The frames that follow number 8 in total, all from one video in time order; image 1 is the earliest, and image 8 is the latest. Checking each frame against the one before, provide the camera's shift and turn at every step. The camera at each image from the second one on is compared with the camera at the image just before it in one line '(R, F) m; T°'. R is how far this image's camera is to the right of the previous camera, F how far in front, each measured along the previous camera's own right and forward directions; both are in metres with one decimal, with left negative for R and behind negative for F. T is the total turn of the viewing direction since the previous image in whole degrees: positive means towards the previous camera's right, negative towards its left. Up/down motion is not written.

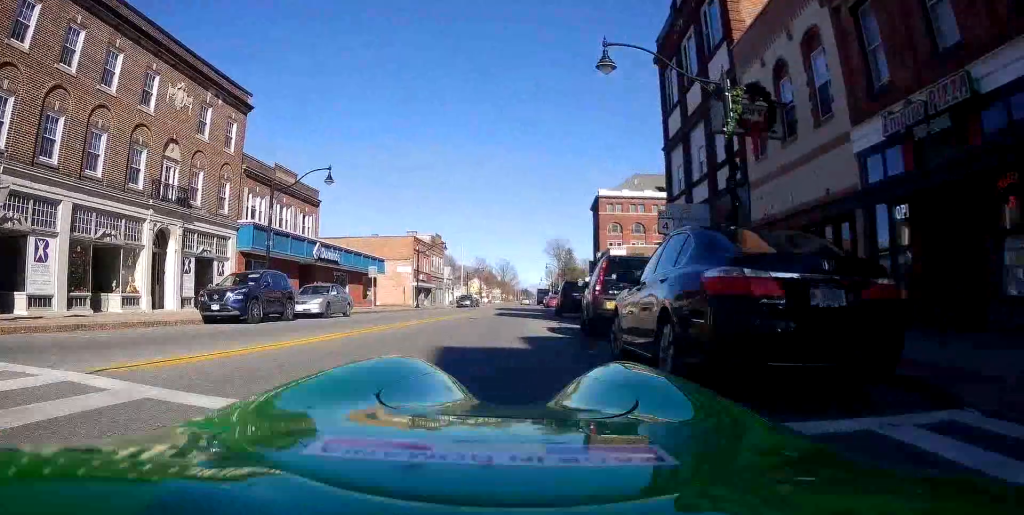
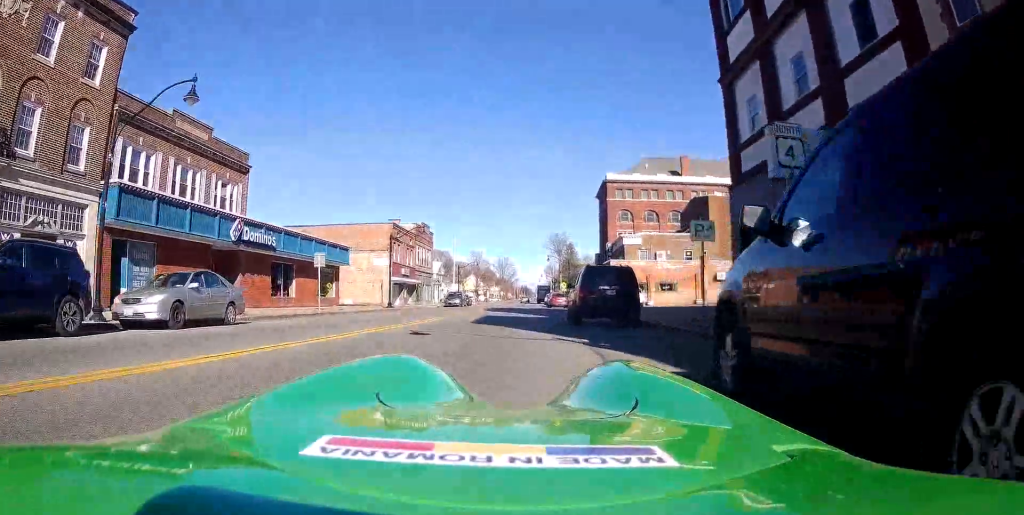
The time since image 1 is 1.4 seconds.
(-0.3, +11.7) m; -2°
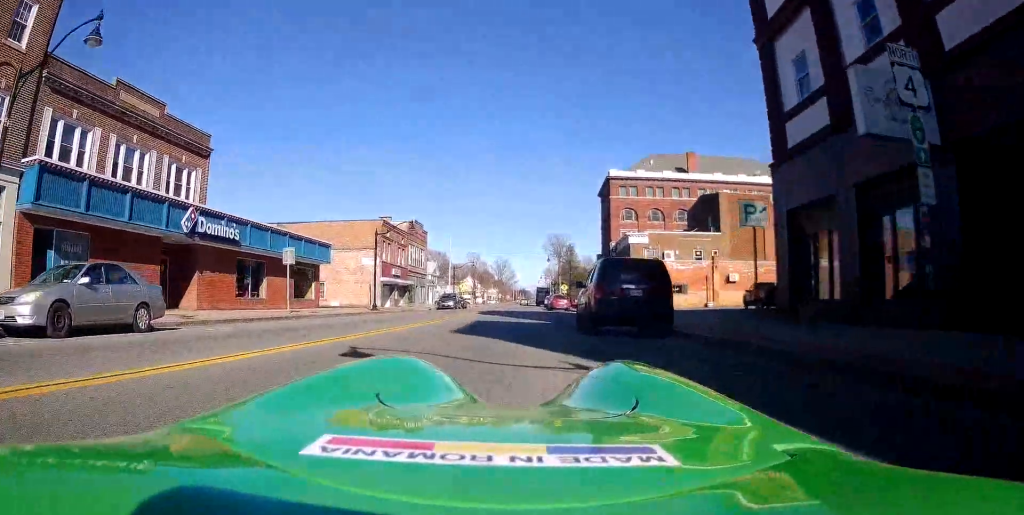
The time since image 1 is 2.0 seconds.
(0.0, +5.2) m; 0°
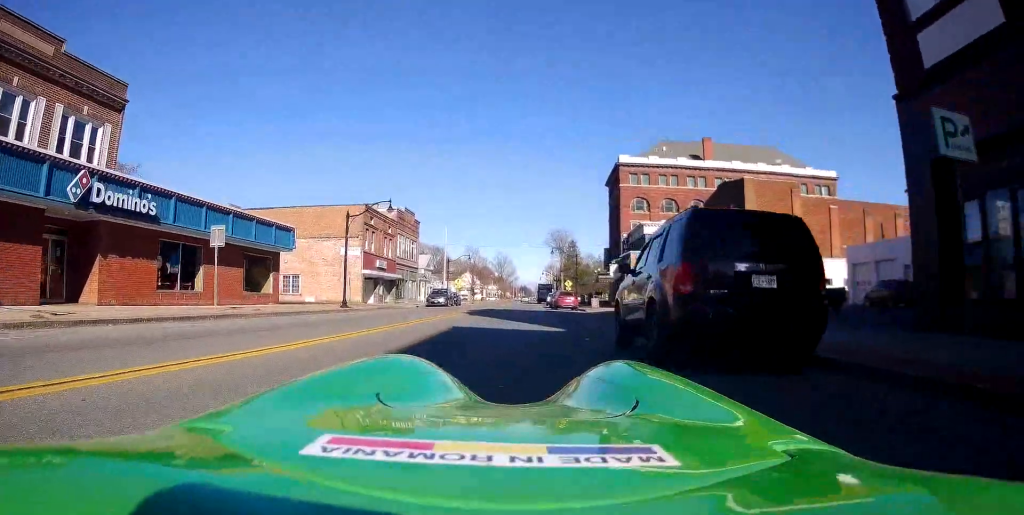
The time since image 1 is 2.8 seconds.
(+0.3, +7.9) m; +2°
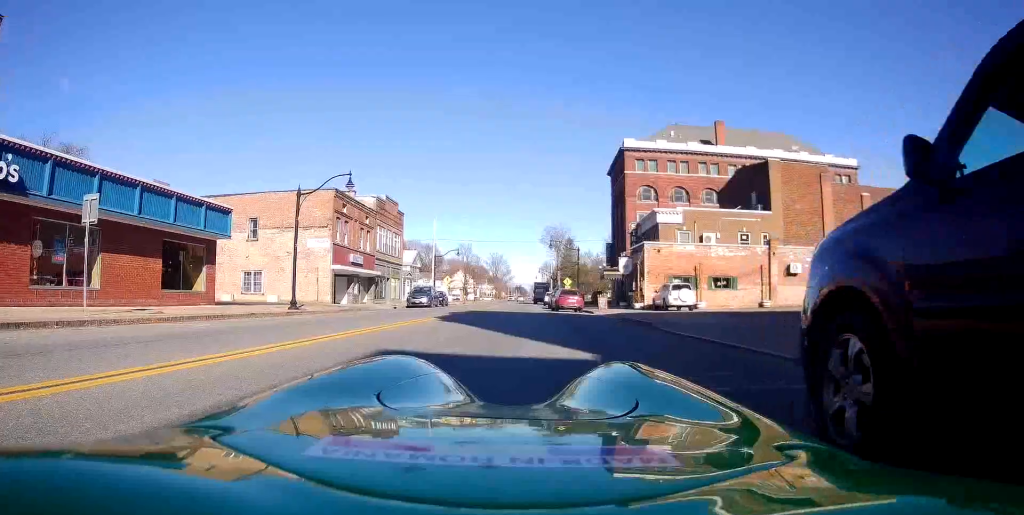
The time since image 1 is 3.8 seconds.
(-0.2, +6.4) m; +2°
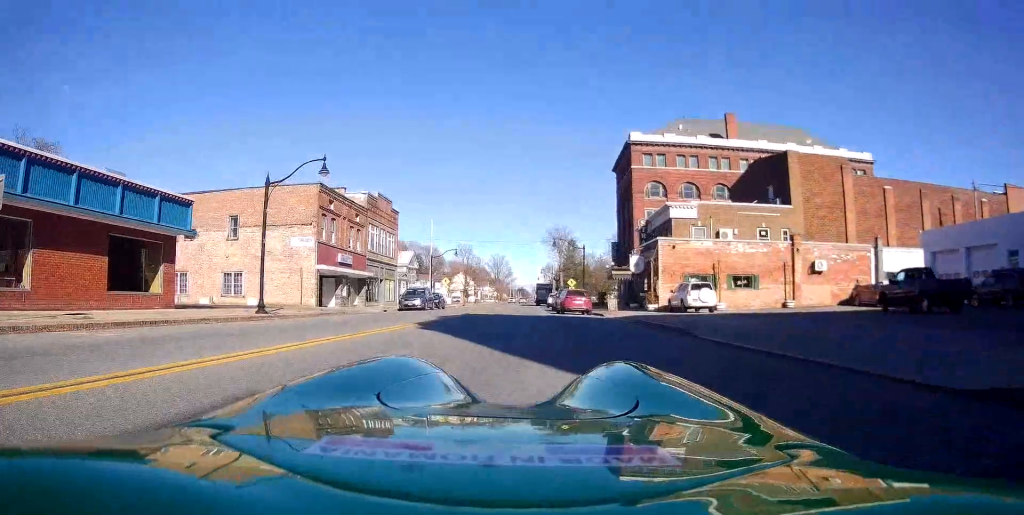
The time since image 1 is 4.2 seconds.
(+0.2, +3.4) m; +2°
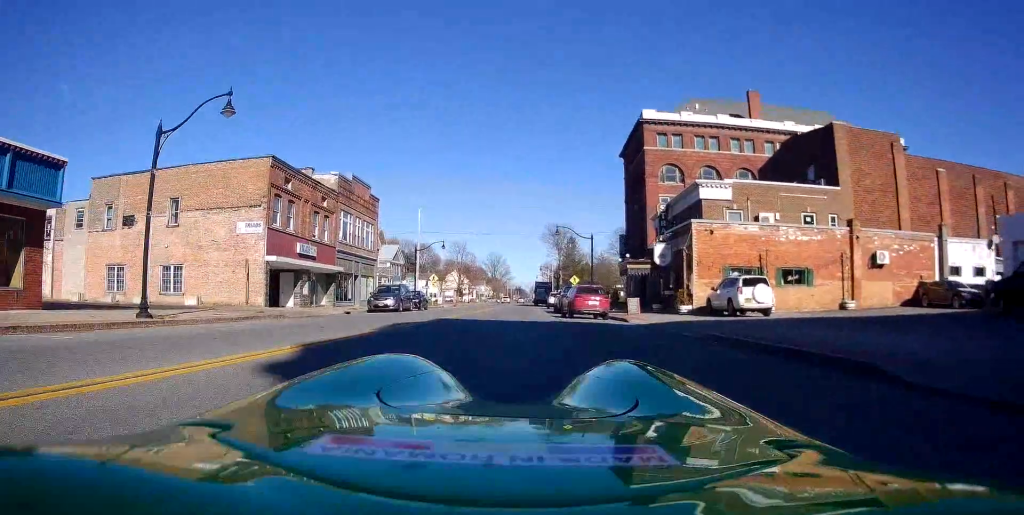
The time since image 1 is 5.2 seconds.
(+0.2, +7.5) m; 0°
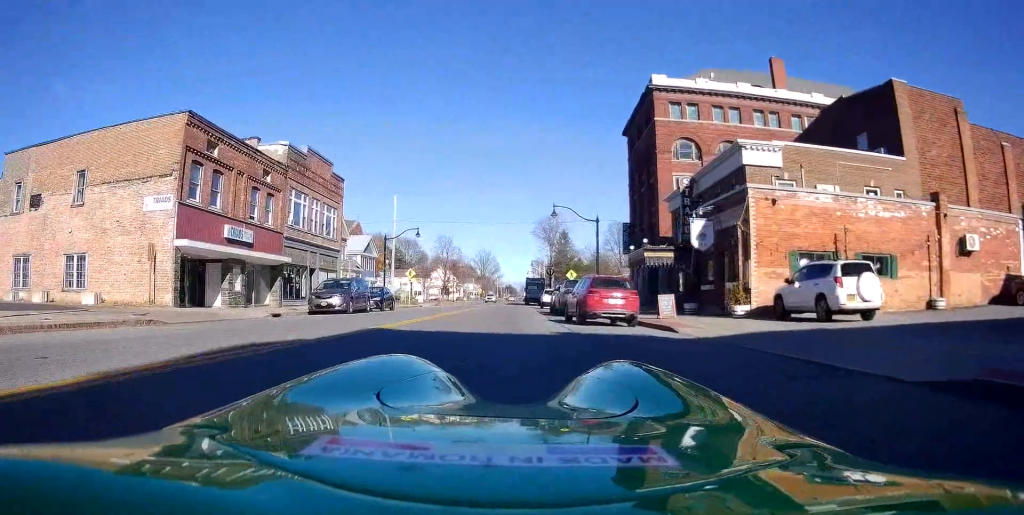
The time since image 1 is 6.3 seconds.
(-0.2, +8.5) m; +1°
